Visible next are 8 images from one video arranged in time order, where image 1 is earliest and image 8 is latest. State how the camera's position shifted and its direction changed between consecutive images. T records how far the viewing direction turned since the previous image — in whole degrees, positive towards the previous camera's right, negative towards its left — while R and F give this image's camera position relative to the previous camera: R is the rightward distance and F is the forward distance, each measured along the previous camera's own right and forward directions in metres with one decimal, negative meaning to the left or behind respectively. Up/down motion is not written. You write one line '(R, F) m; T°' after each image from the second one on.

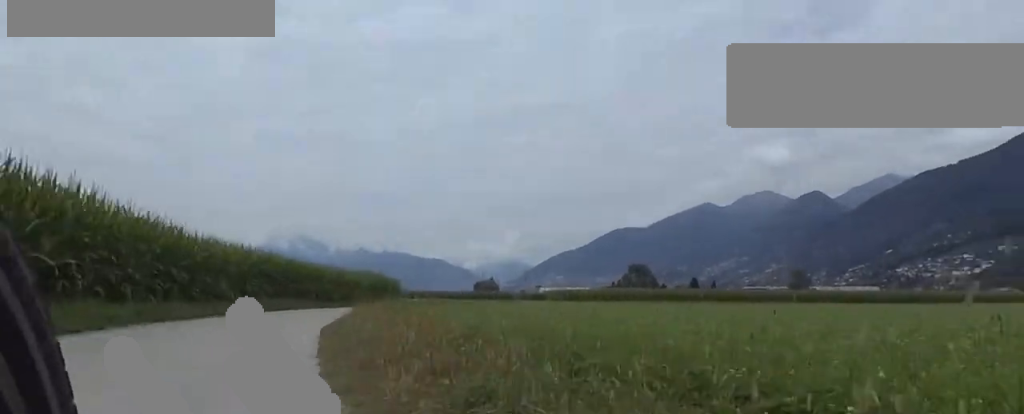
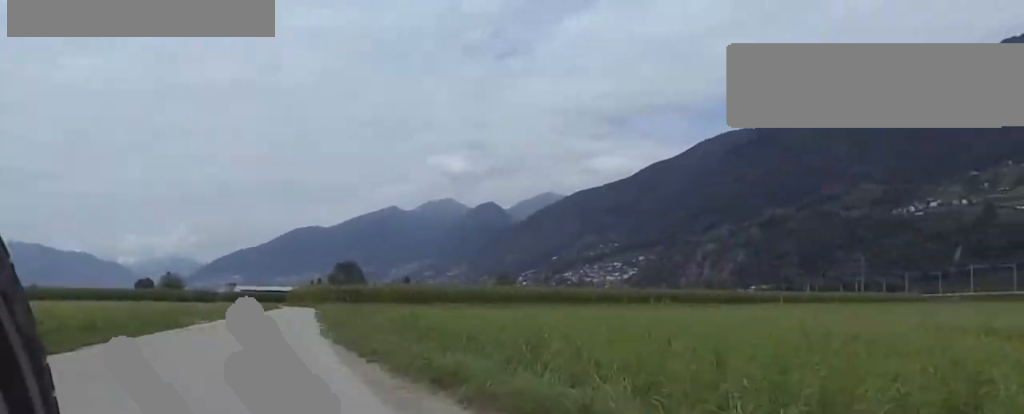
(+5.7, +48.1) m; +8°
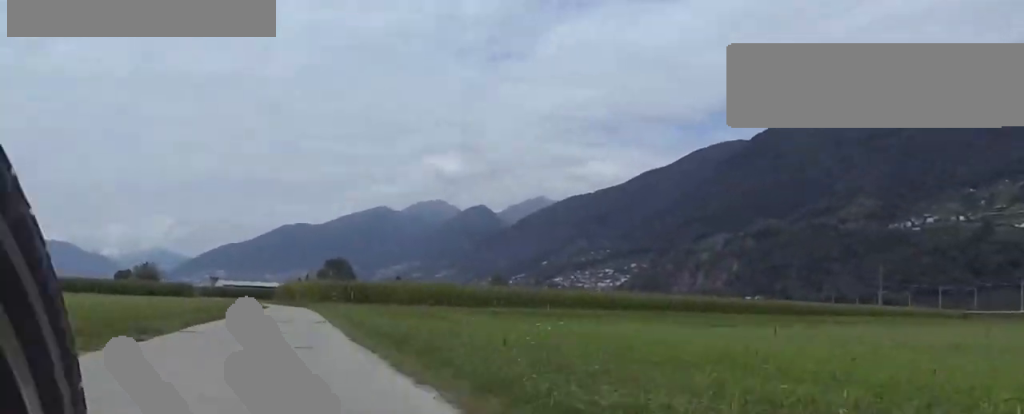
(+1.5, +16.4) m; -3°
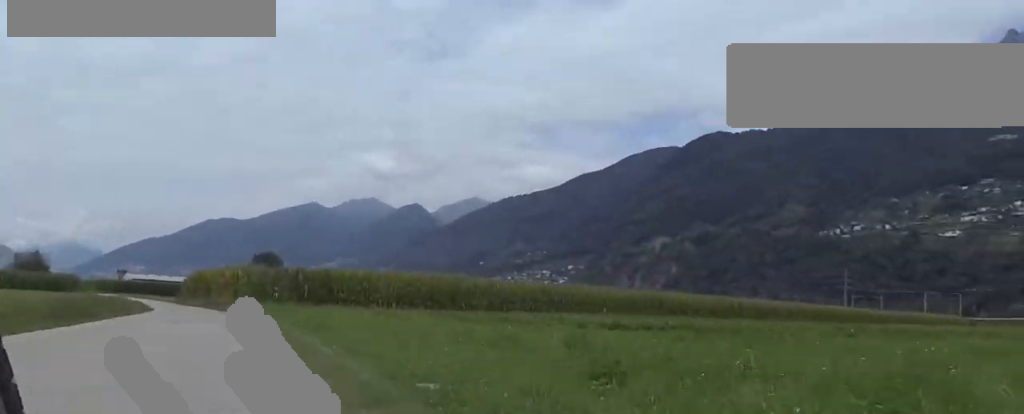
(-1.4, +25.8) m; -5°
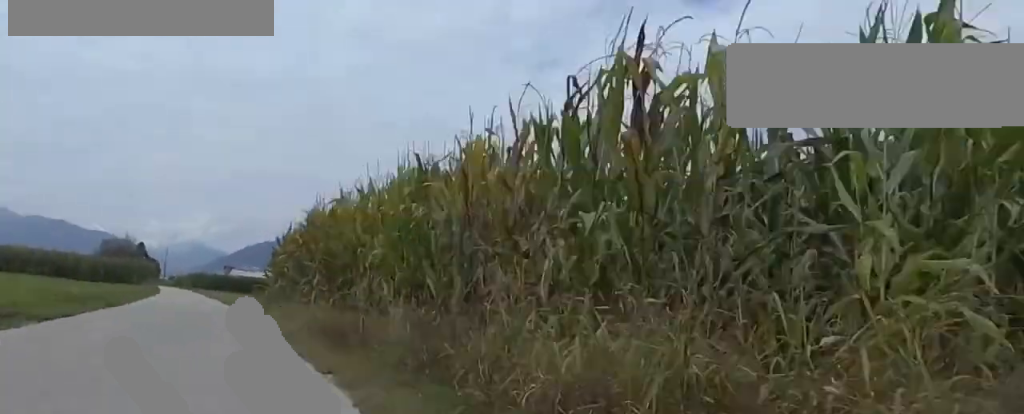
(-3.5, +40.7) m; -6°
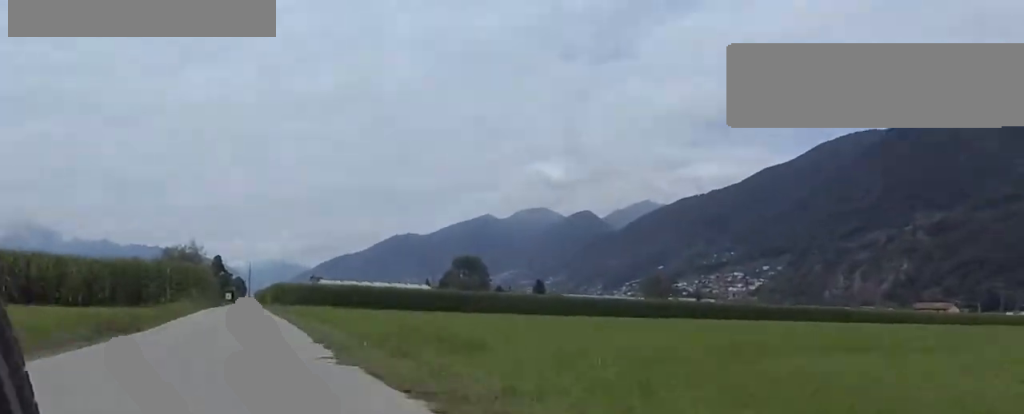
(-0.9, +40.7) m; -3°
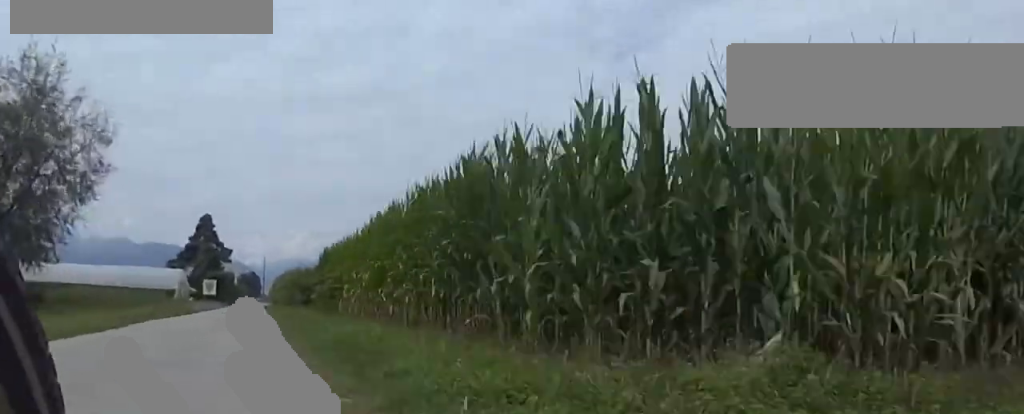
(-0.5, +76.7) m; 0°
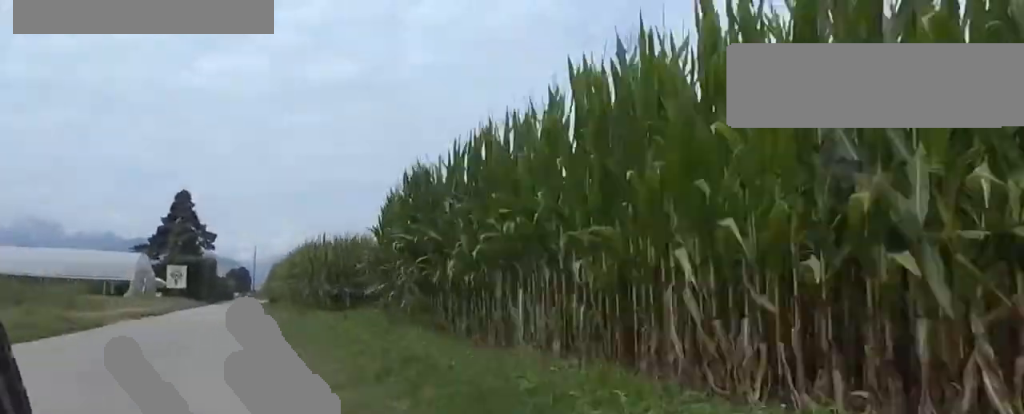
(0.0, +15.2) m; 0°
